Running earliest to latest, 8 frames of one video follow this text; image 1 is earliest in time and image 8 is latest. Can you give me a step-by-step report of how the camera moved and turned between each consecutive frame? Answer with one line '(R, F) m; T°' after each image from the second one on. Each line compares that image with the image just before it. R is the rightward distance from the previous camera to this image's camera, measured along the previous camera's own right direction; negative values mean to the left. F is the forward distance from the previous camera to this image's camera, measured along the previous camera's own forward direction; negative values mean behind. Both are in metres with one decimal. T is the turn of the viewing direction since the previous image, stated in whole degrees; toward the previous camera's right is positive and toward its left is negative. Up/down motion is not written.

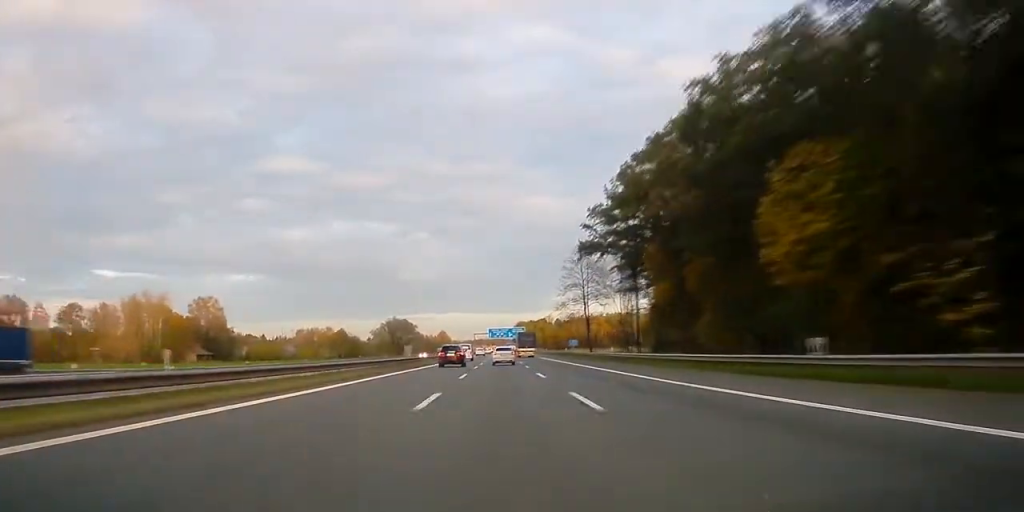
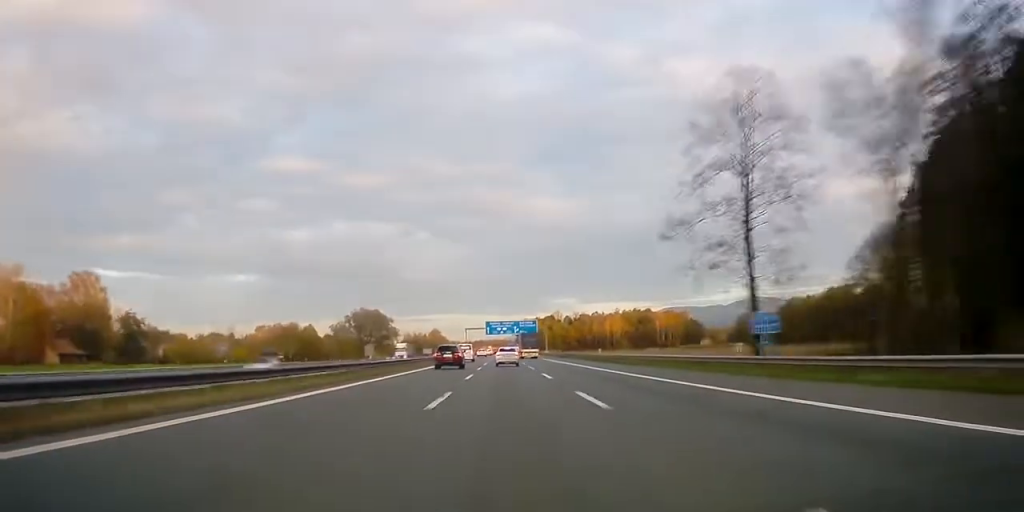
(+0.2, +84.6) m; 0°
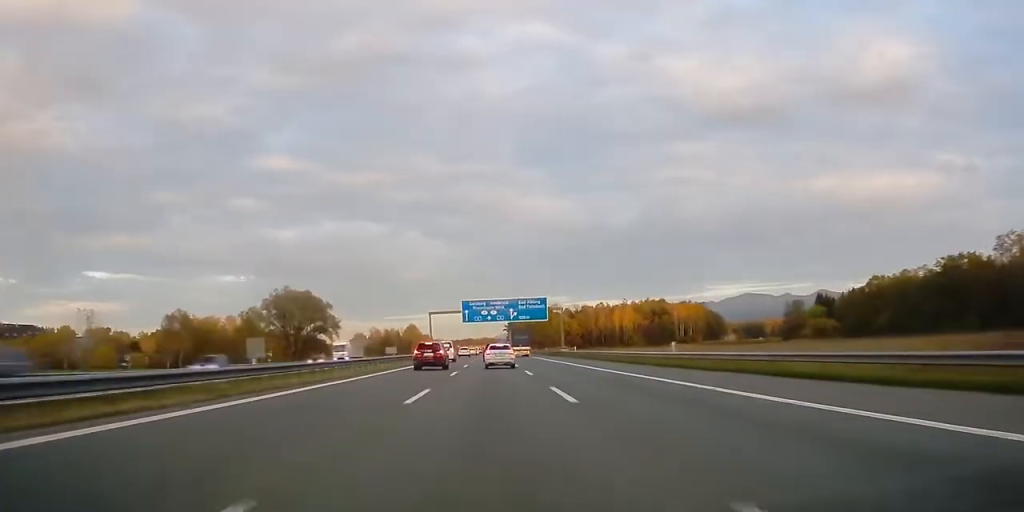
(-0.4, +79.6) m; 0°
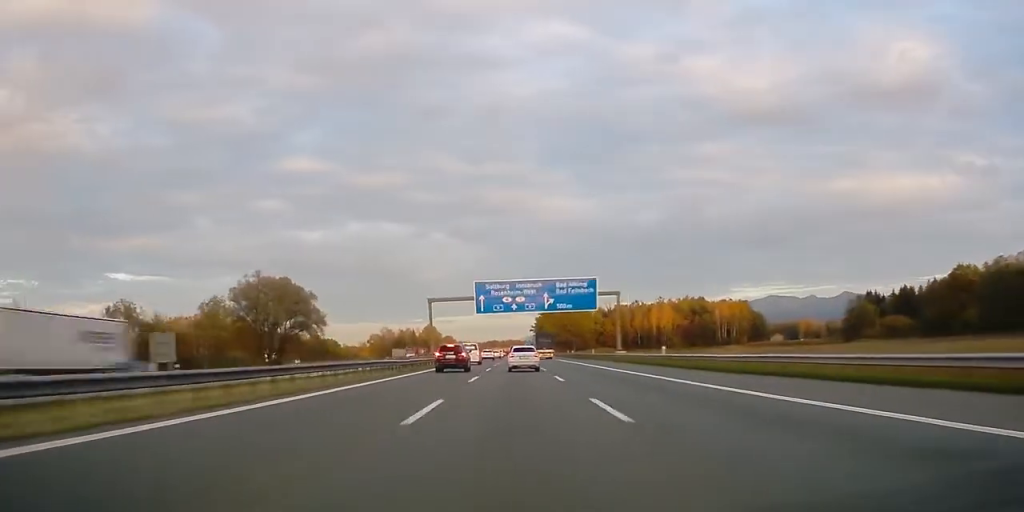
(-0.2, +41.3) m; 0°
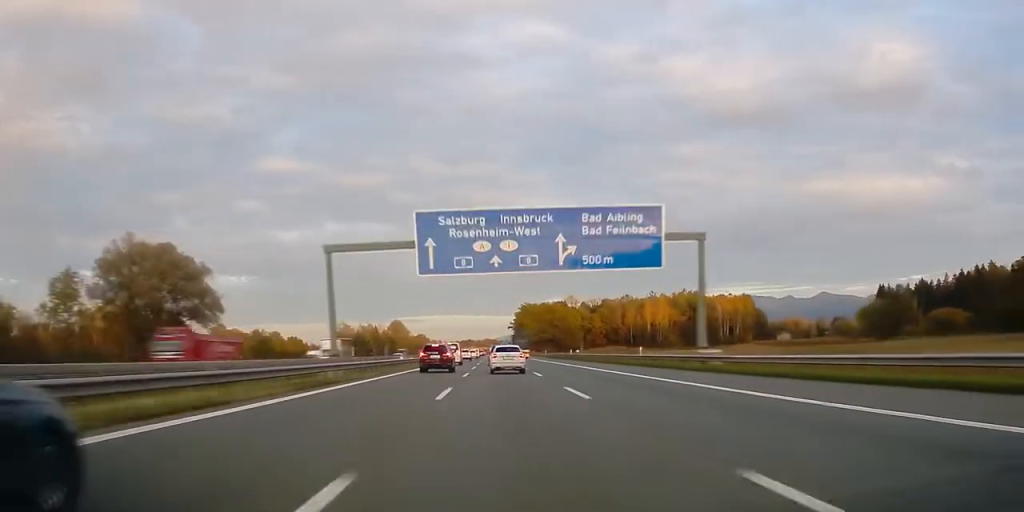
(+0.4, +49.6) m; 0°
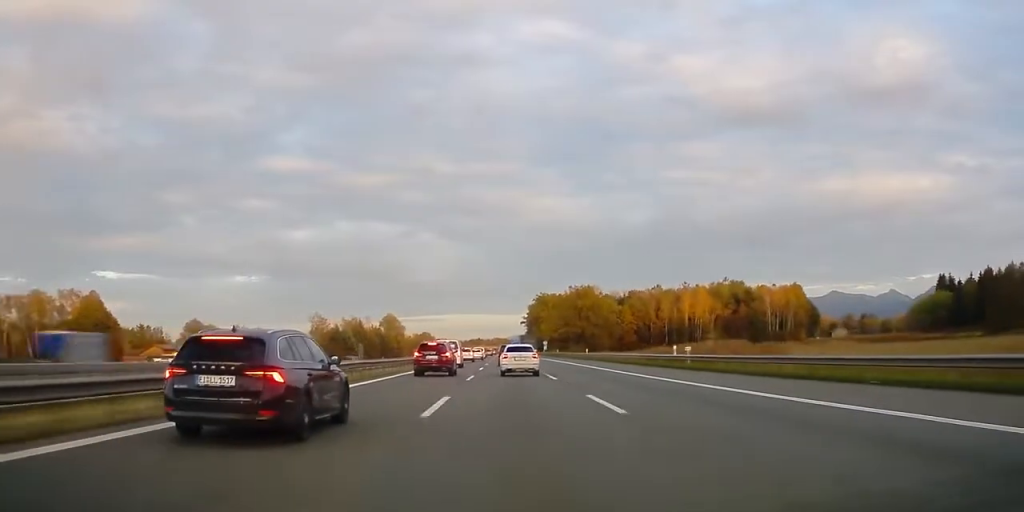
(-0.1, +55.9) m; 0°
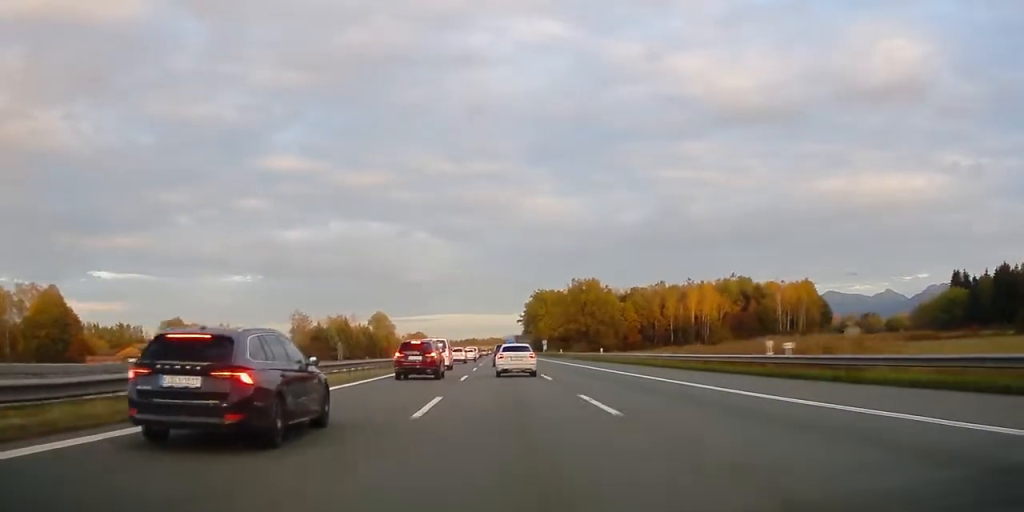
(0.0, +16.7) m; 0°
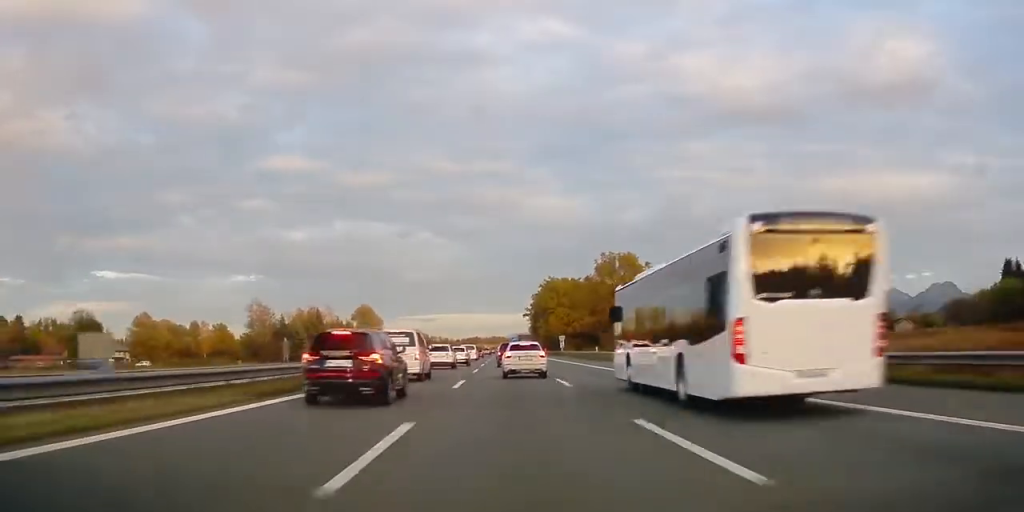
(+0.1, +39.5) m; 0°
